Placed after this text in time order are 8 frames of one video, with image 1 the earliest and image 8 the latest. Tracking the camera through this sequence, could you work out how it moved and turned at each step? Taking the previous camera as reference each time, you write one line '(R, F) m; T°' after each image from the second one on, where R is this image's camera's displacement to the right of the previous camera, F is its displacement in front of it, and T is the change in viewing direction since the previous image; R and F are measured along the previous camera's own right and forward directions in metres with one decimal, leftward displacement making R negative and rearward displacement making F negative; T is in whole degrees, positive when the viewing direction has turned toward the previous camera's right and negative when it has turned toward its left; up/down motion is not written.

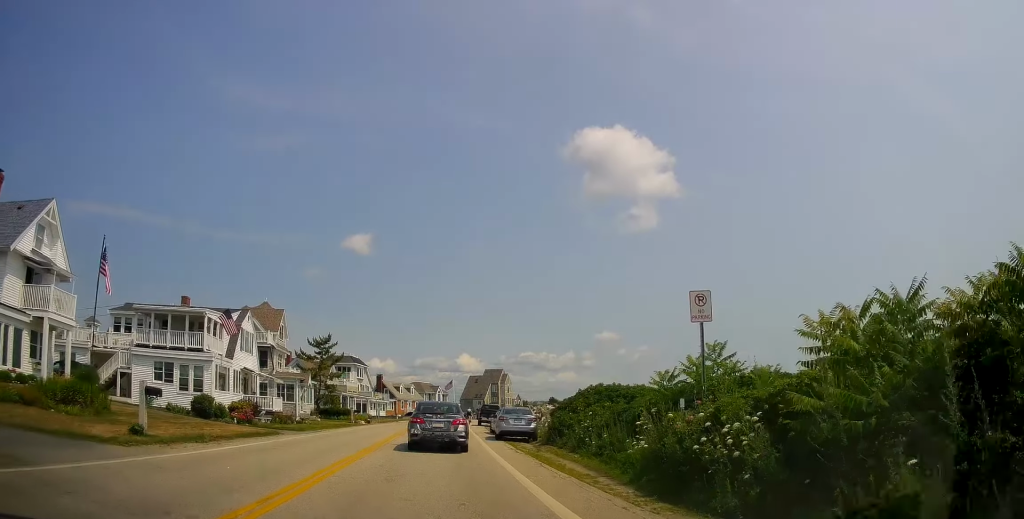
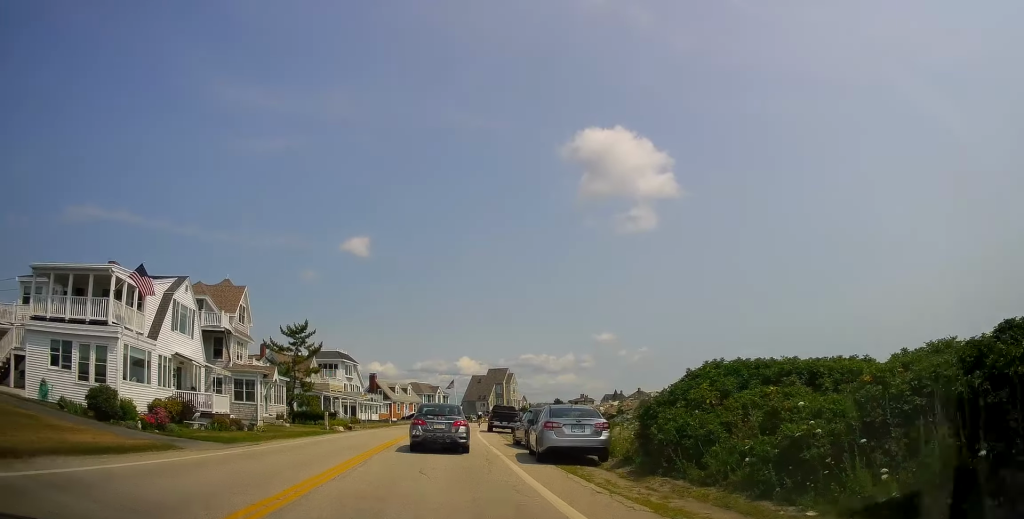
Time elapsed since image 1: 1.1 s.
(+0.1, +10.7) m; -1°
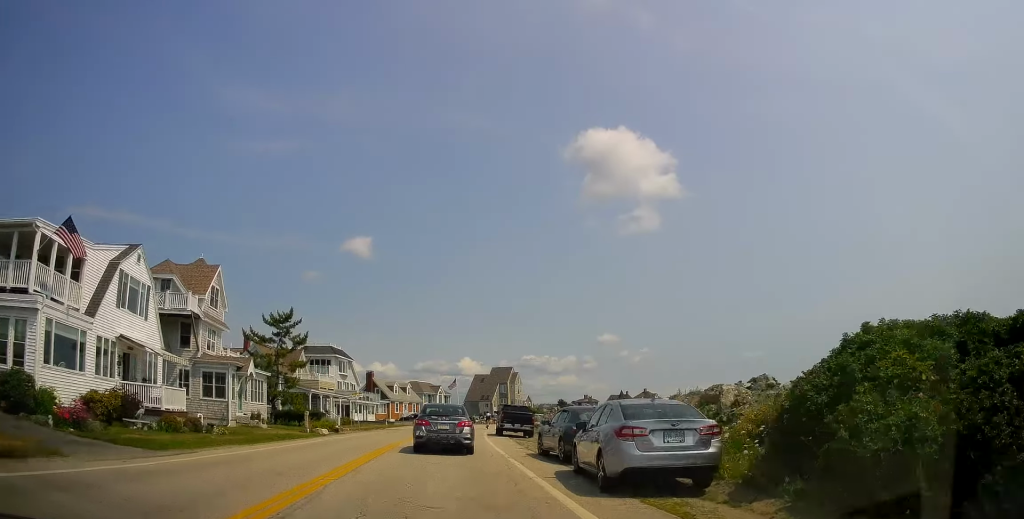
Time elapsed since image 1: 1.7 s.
(-0.1, +5.6) m; 0°
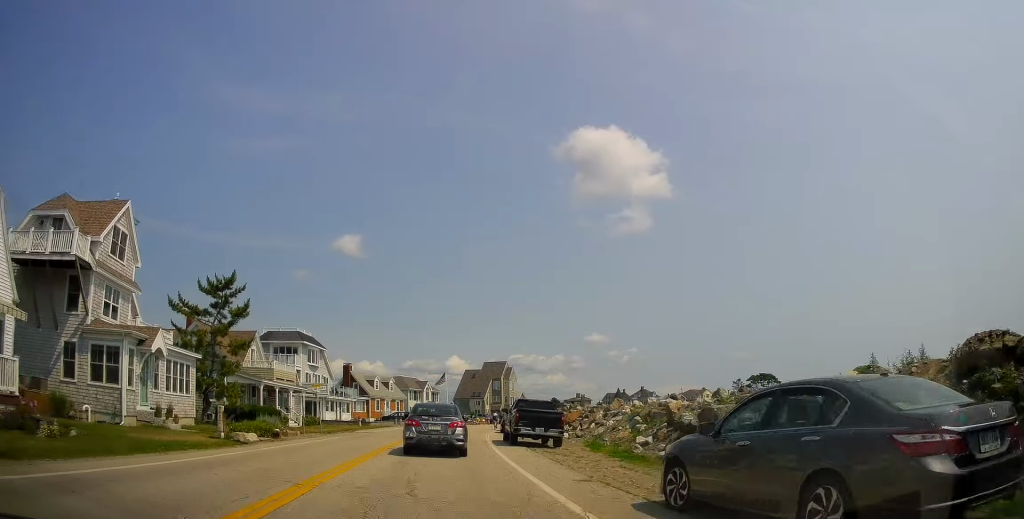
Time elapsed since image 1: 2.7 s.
(+0.1, +10.6) m; +2°
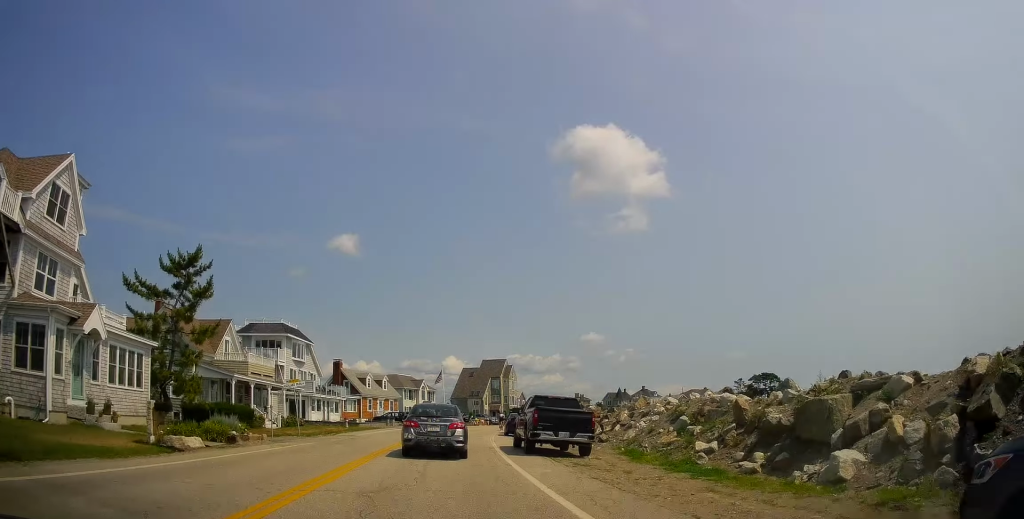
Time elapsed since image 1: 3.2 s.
(+0.4, +4.9) m; 0°
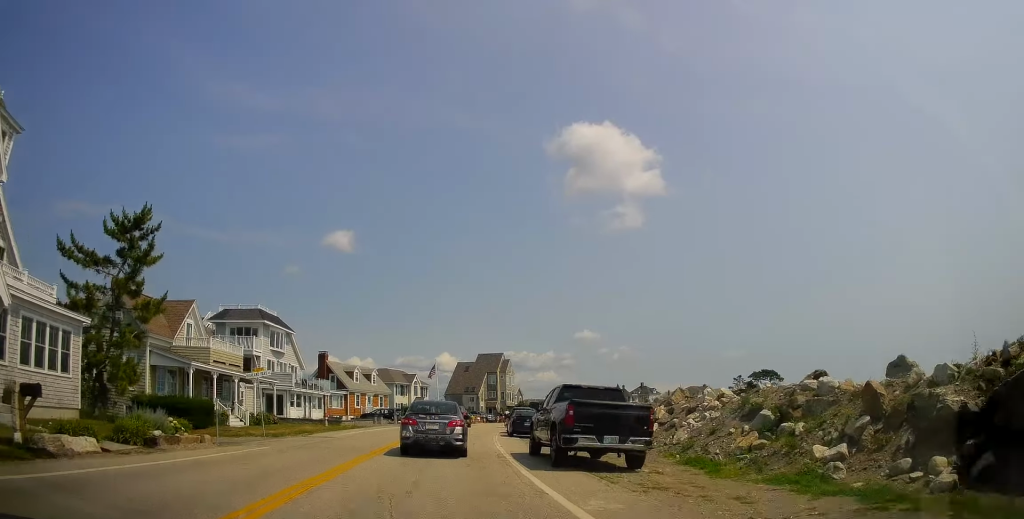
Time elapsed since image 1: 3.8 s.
(-0.2, +5.2) m; +1°
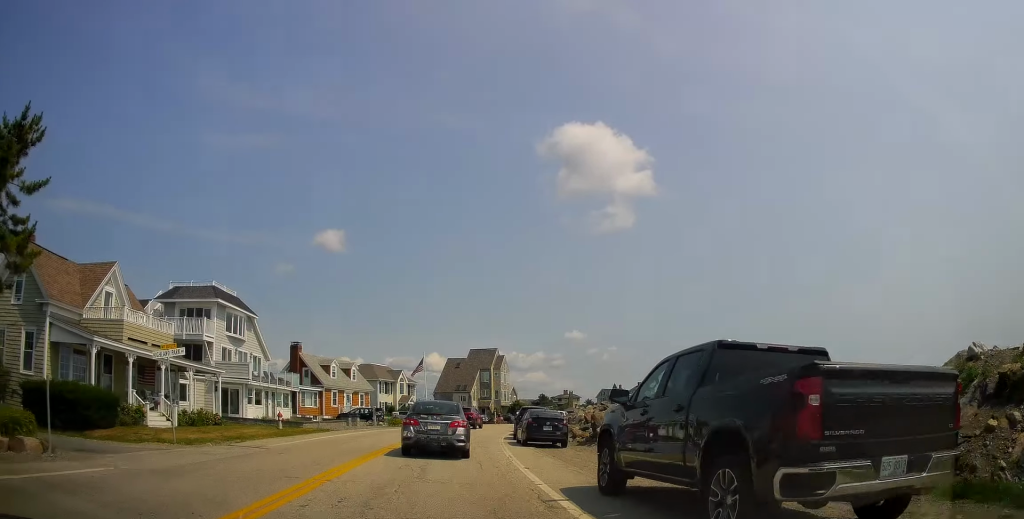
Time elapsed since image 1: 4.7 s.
(0.0, +8.1) m; +1°
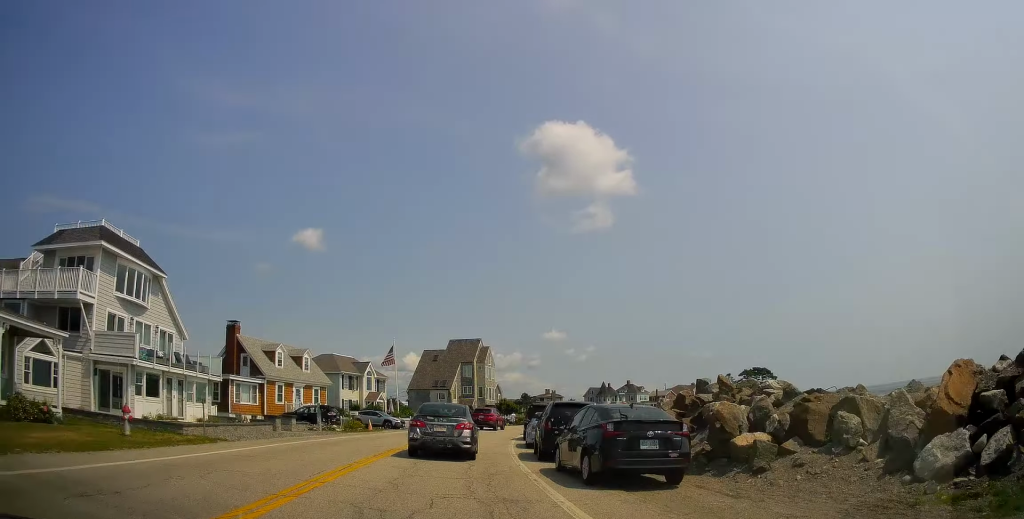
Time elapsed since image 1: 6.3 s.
(-0.2, +12.5) m; +1°
